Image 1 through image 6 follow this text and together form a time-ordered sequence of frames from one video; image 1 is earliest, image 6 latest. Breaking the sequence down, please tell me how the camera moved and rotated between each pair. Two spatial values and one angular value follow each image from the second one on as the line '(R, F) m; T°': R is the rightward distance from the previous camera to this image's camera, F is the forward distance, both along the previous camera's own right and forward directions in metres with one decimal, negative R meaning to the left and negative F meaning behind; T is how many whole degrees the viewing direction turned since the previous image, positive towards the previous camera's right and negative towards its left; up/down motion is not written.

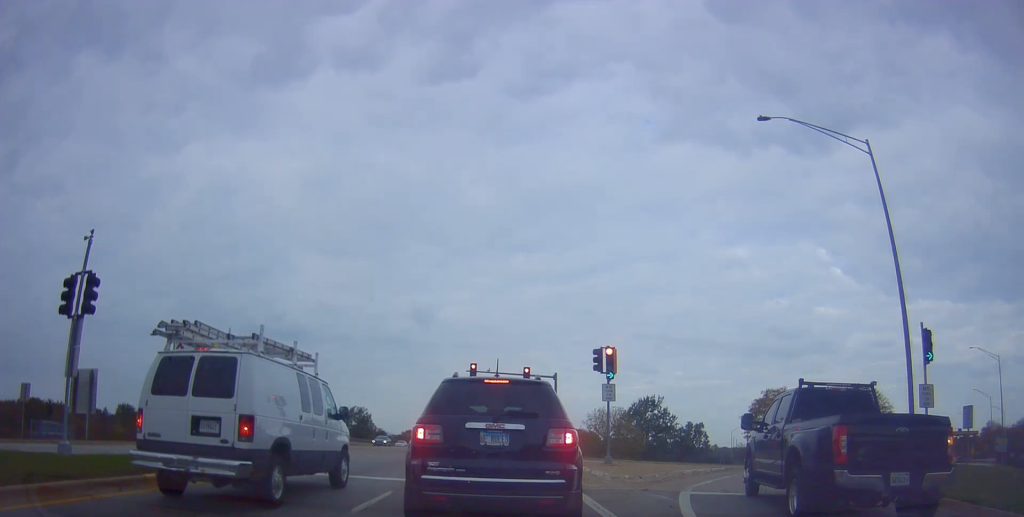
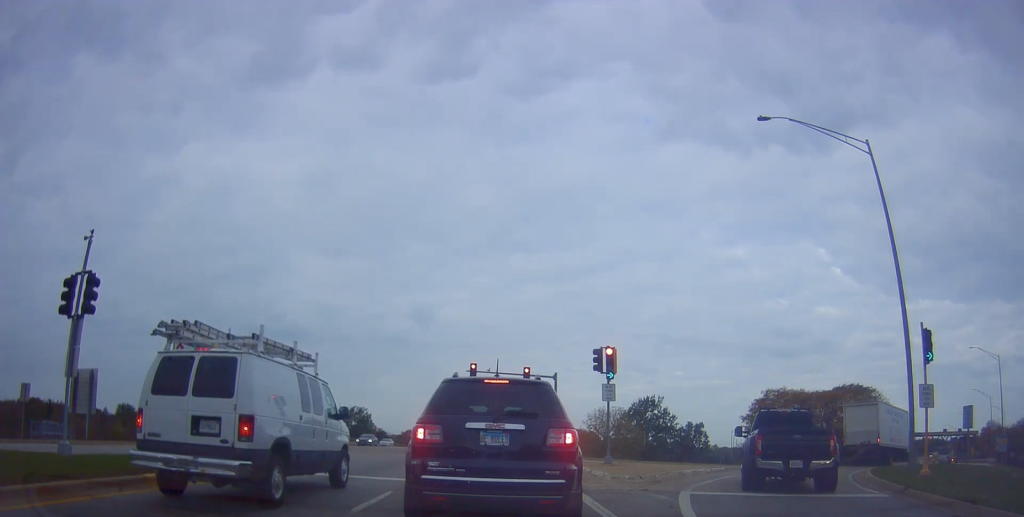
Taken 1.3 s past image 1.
(0.0, 0.0) m; 0°
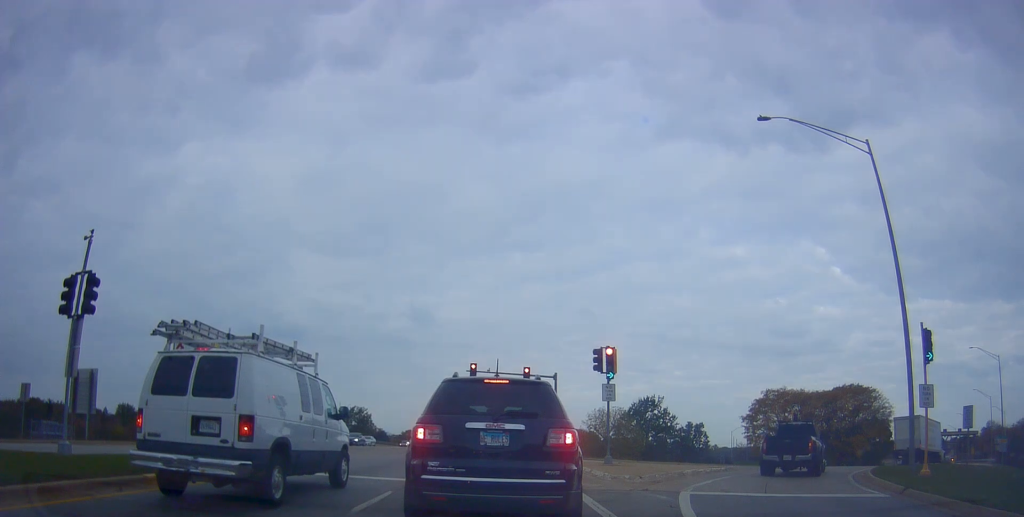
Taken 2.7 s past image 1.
(0.0, 0.0) m; 0°
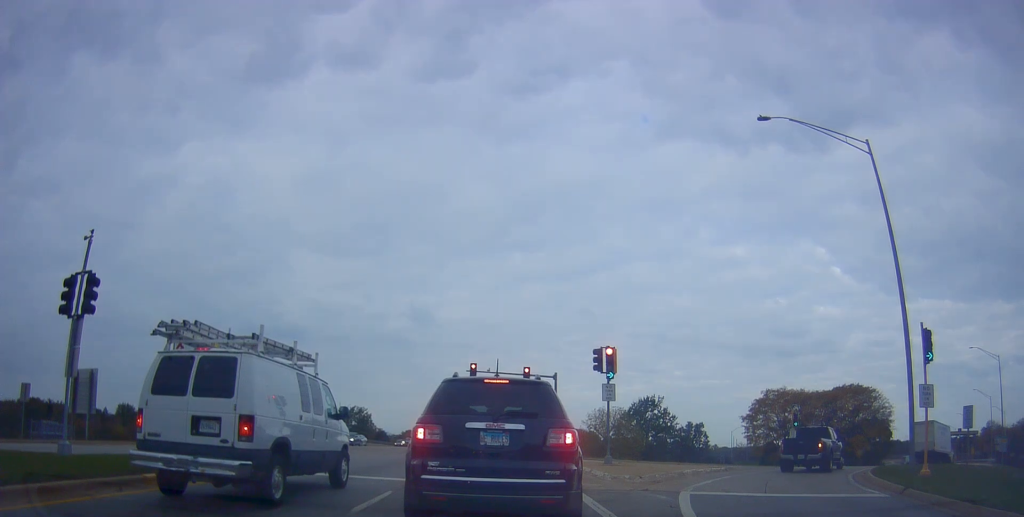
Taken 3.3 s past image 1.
(0.0, 0.0) m; 0°
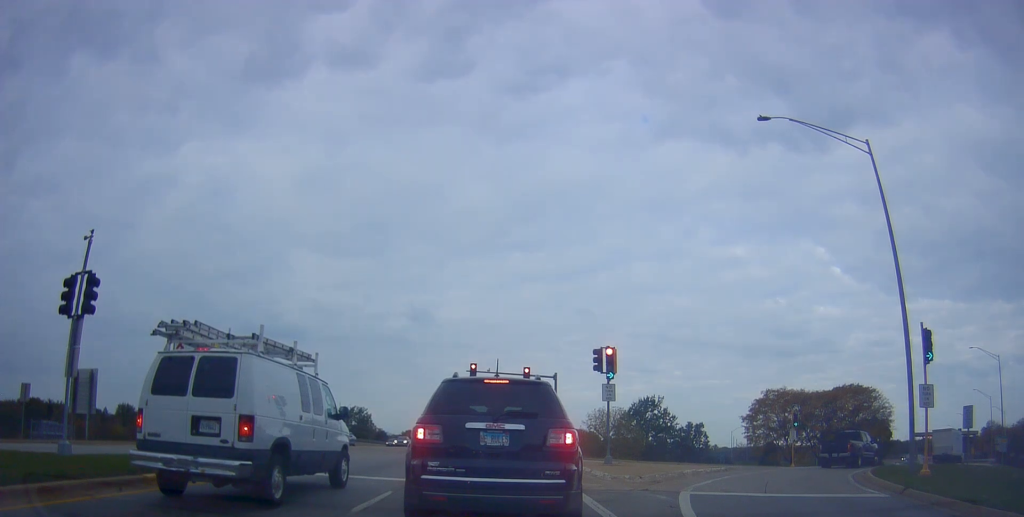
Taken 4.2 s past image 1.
(0.0, 0.0) m; 0°
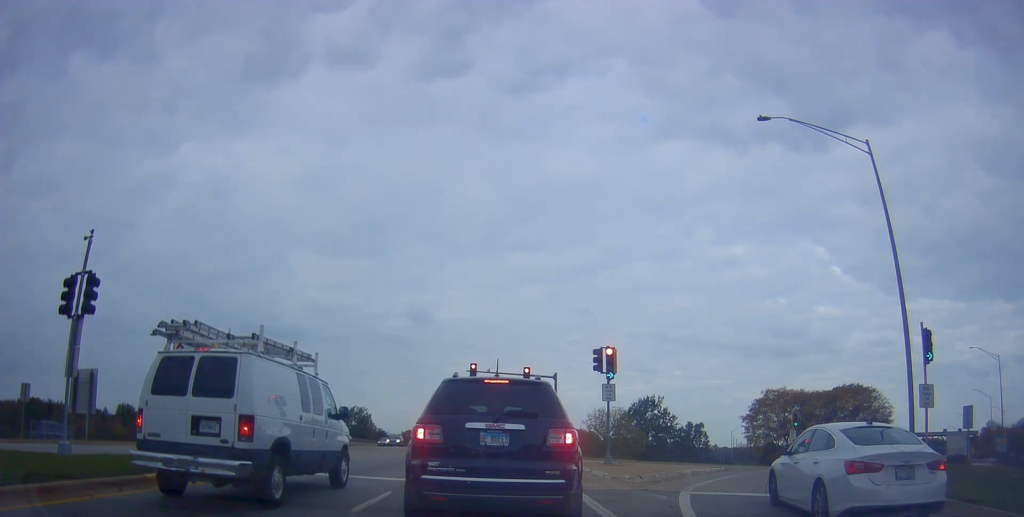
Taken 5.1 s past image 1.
(0.0, 0.0) m; 0°
